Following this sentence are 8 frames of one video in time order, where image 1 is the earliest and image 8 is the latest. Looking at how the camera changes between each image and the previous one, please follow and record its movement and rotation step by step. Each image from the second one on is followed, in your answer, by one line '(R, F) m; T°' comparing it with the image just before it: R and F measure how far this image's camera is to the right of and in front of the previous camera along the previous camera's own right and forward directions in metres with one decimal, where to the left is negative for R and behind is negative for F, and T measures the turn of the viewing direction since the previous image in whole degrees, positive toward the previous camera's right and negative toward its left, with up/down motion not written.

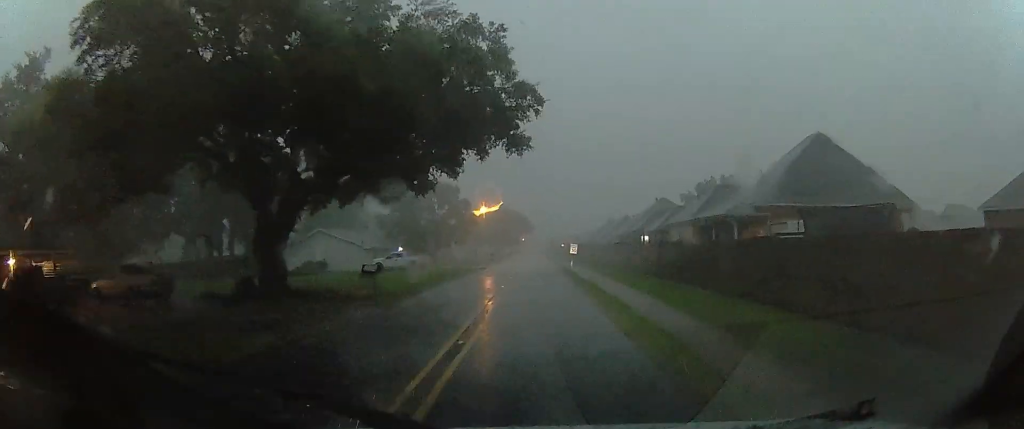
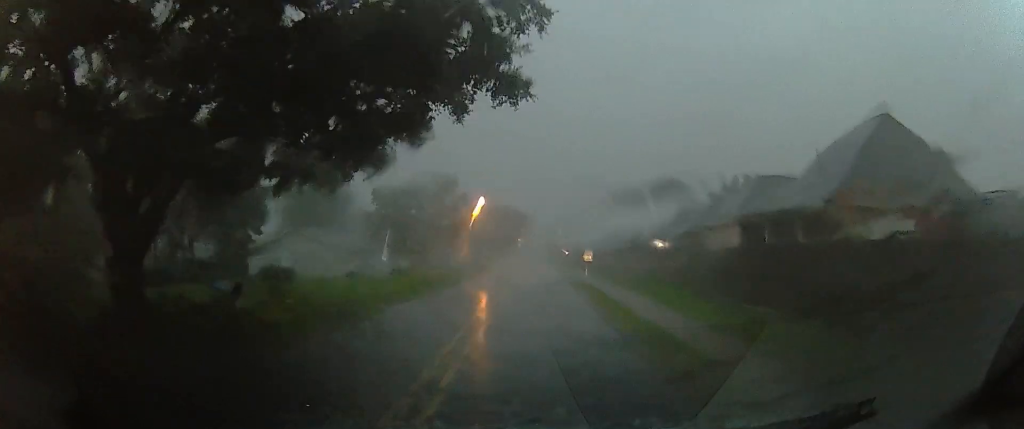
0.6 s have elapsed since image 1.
(+0.6, +8.3) m; +3°
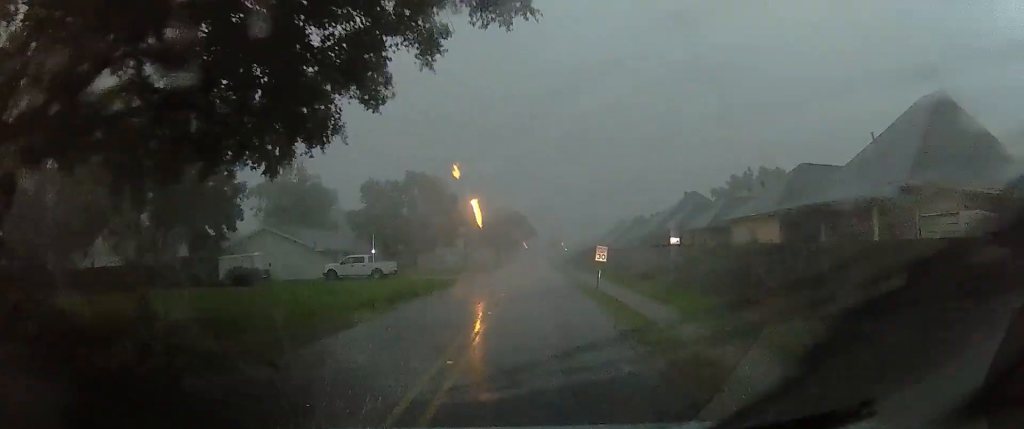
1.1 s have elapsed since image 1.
(+0.3, +5.8) m; +3°
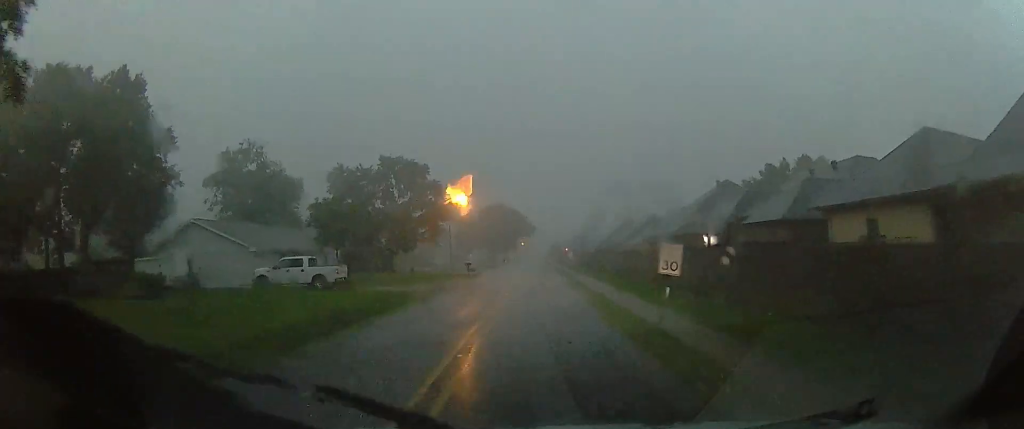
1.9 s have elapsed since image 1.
(+0.1, +11.4) m; 0°
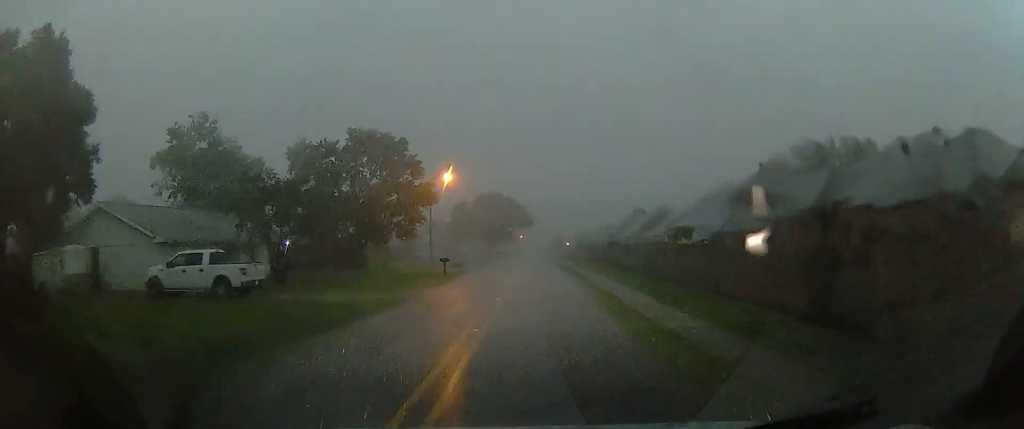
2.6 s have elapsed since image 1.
(0.0, +10.3) m; 0°
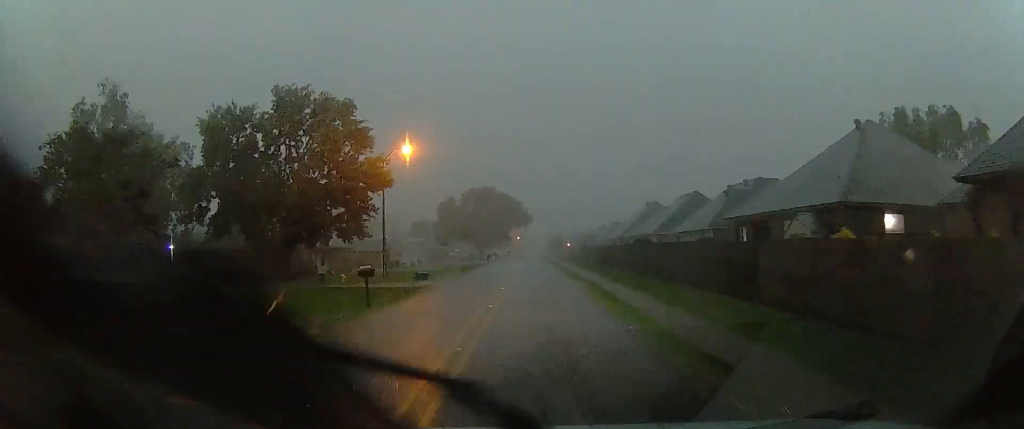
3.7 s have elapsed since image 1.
(0.0, +14.7) m; 0°
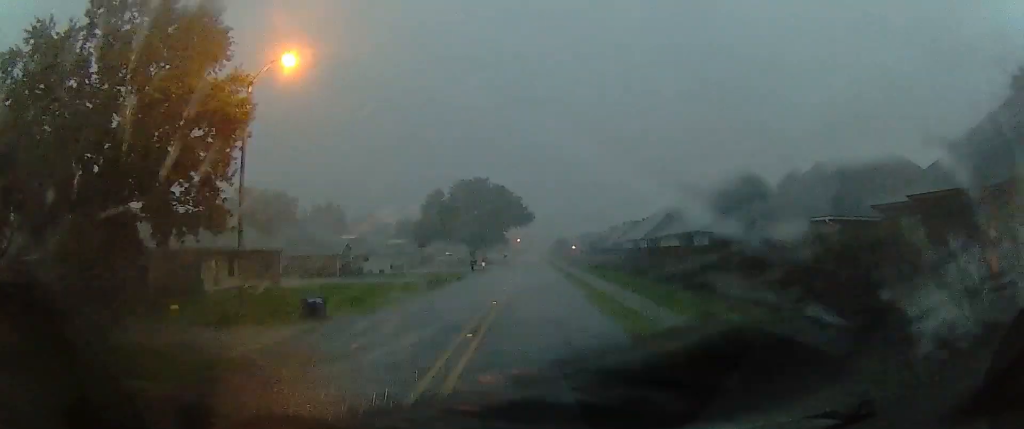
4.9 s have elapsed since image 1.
(0.0, +17.2) m; 0°
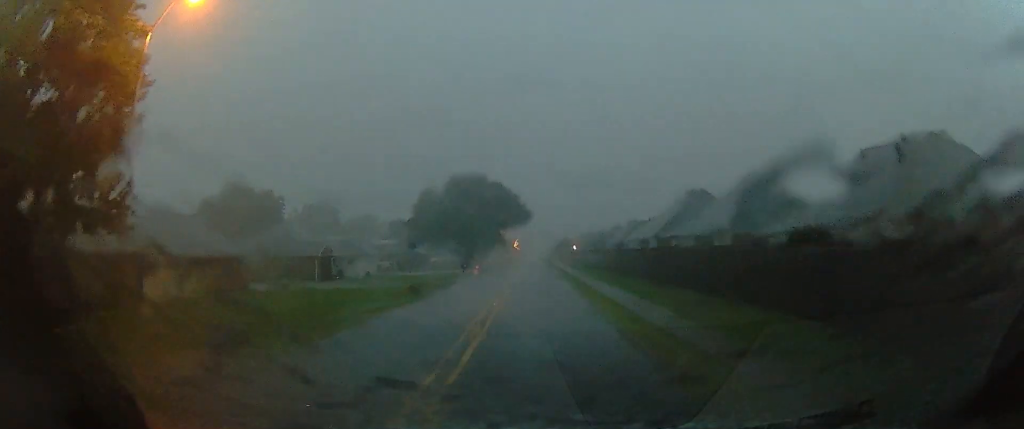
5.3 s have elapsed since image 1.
(0.0, +5.5) m; 0°
